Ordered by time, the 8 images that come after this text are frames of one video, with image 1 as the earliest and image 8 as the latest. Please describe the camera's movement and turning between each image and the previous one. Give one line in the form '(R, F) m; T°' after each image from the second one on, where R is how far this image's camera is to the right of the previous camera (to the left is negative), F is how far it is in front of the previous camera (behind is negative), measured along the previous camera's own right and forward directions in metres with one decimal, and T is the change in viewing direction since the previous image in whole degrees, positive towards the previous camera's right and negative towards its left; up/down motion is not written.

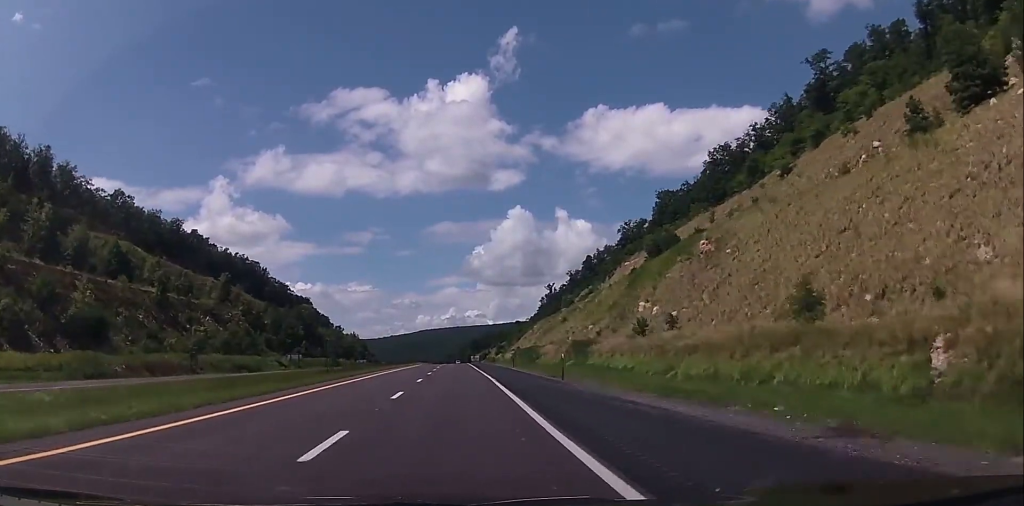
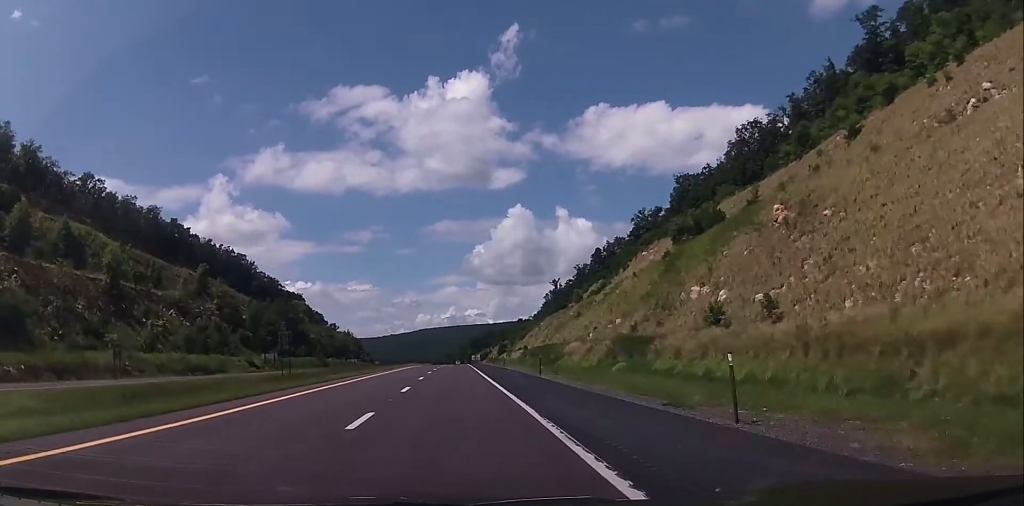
(+0.2, +20.5) m; 0°
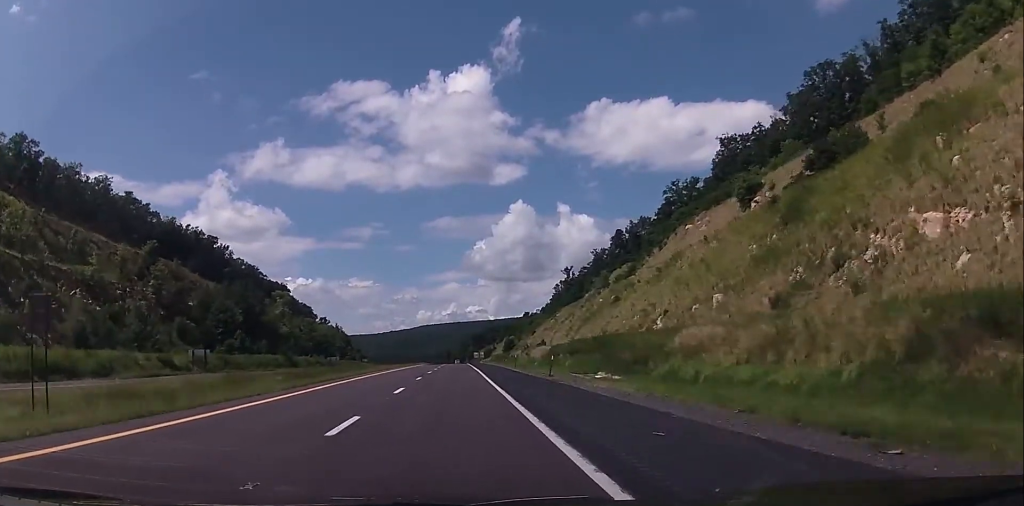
(-0.1, +37.5) m; 0°
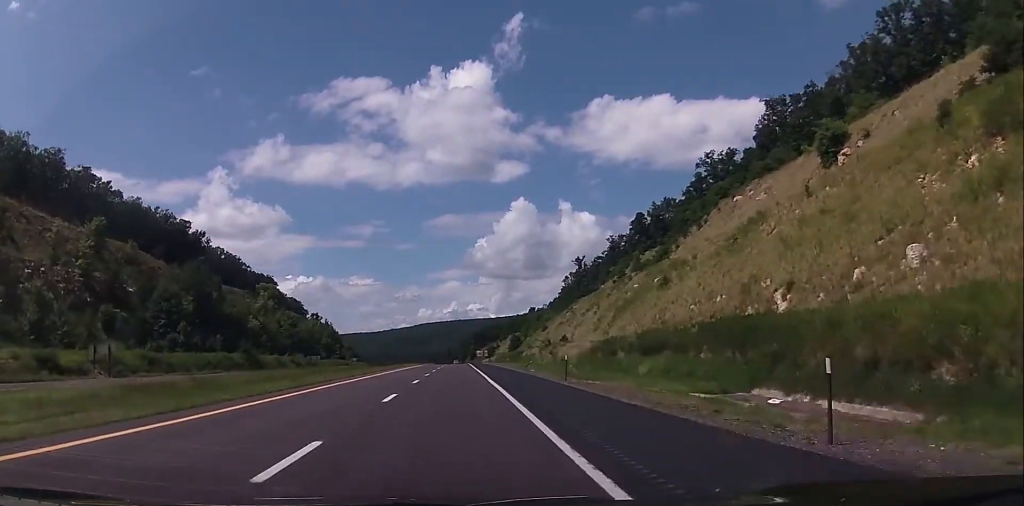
(0.0, +28.4) m; 0°
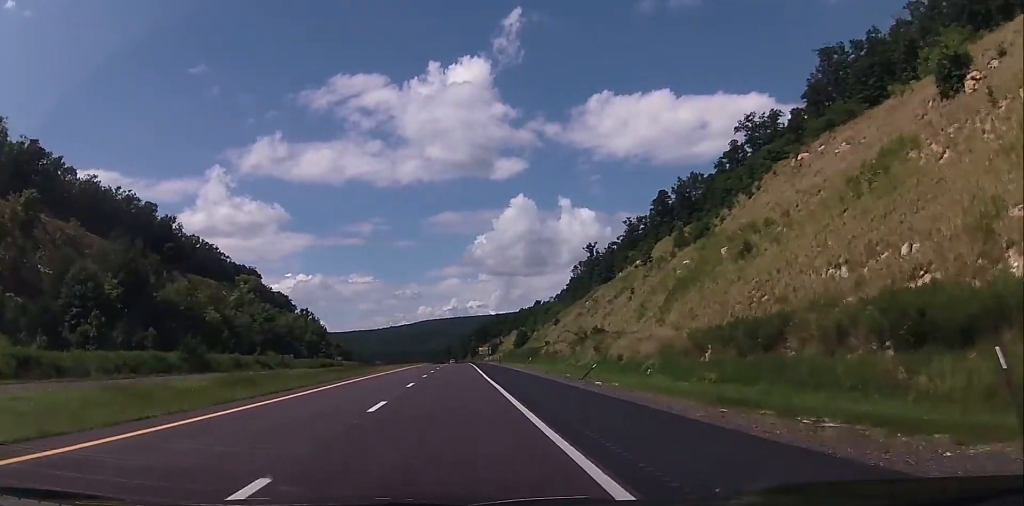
(+0.1, +27.3) m; 0°
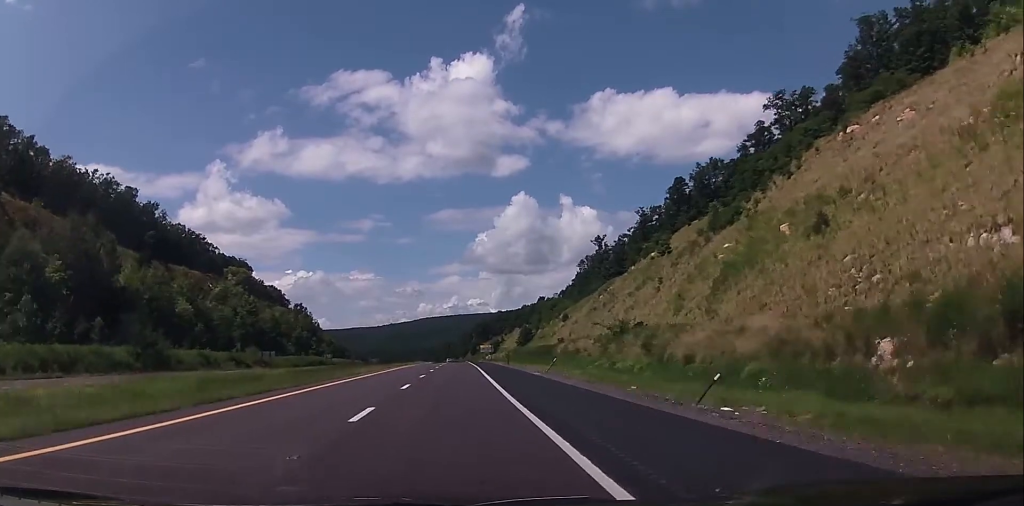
(-0.1, +14.8) m; 0°
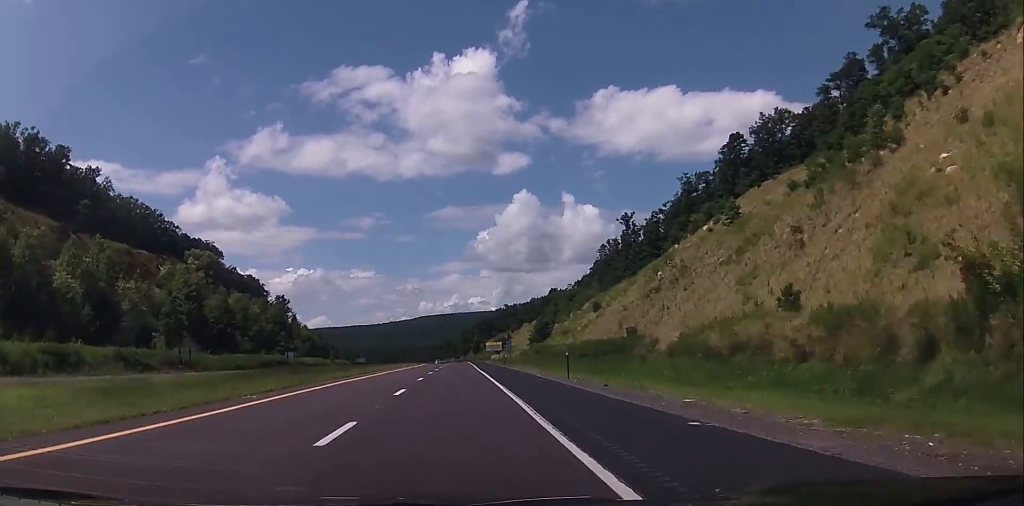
(-0.2, +39.7) m; +1°
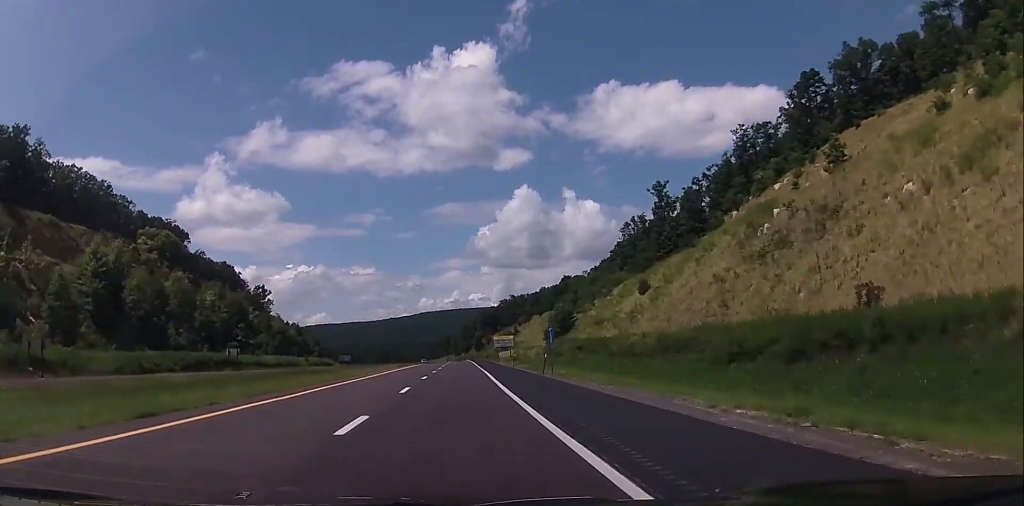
(+0.4, +35.2) m; 0°
